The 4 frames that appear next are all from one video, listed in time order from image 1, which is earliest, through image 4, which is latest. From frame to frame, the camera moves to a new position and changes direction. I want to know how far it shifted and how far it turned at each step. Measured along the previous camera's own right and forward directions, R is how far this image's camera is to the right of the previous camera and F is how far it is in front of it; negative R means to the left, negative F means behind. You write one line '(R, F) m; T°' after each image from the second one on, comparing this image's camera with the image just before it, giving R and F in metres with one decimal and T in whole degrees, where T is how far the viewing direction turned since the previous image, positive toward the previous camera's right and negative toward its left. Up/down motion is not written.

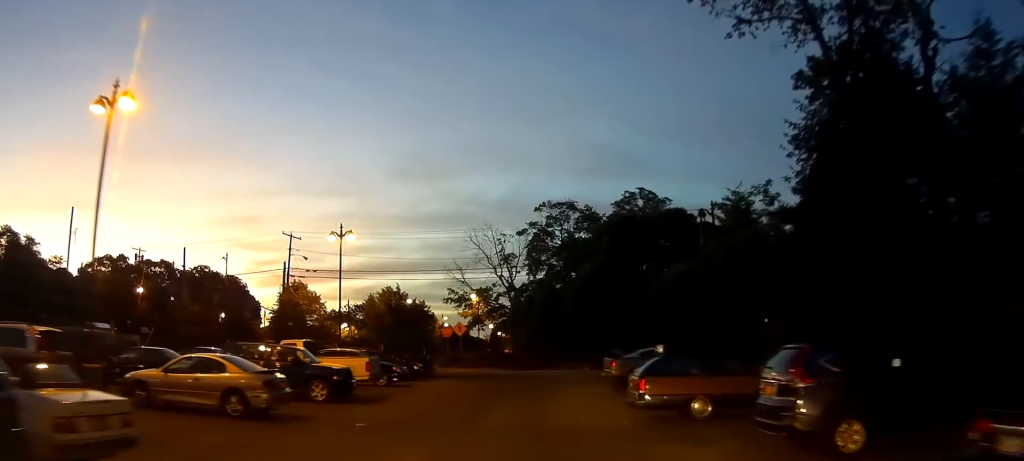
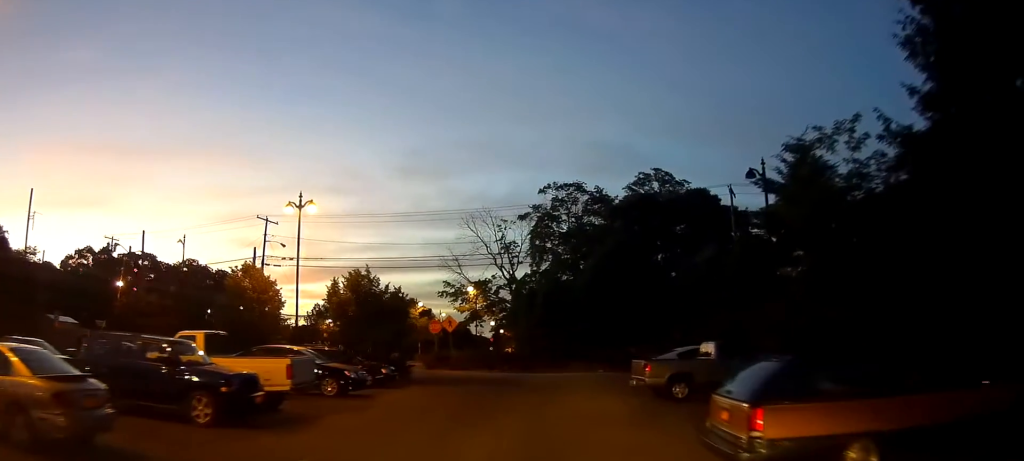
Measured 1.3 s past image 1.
(+0.1, +7.8) m; +1°
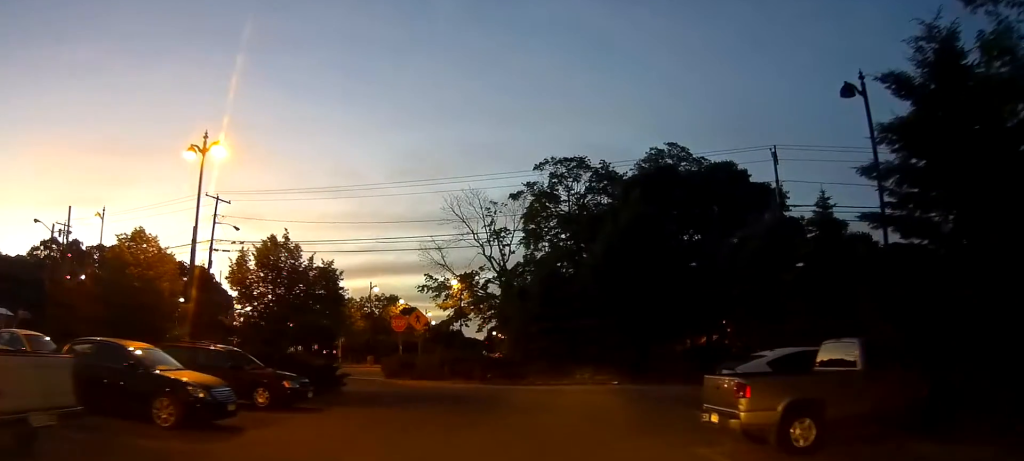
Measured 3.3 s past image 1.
(+0.2, +9.9) m; +4°
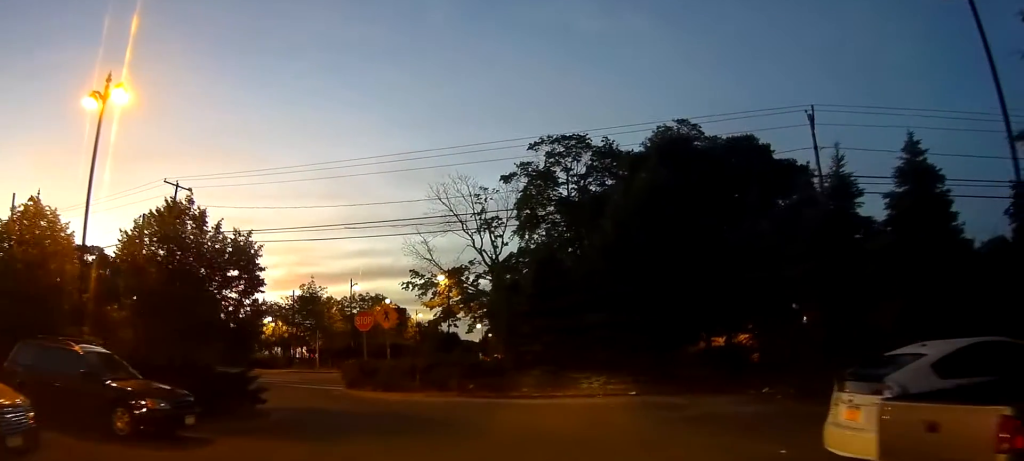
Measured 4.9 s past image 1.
(+0.2, +6.1) m; -2°
